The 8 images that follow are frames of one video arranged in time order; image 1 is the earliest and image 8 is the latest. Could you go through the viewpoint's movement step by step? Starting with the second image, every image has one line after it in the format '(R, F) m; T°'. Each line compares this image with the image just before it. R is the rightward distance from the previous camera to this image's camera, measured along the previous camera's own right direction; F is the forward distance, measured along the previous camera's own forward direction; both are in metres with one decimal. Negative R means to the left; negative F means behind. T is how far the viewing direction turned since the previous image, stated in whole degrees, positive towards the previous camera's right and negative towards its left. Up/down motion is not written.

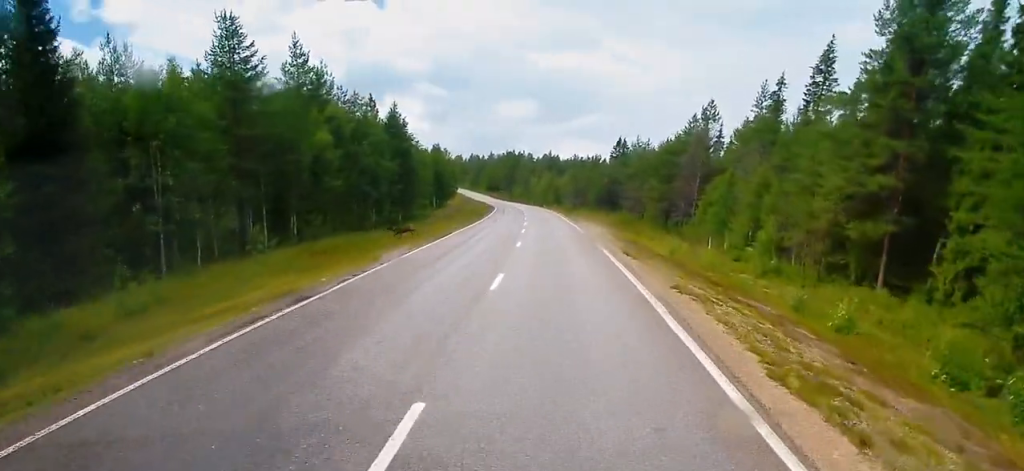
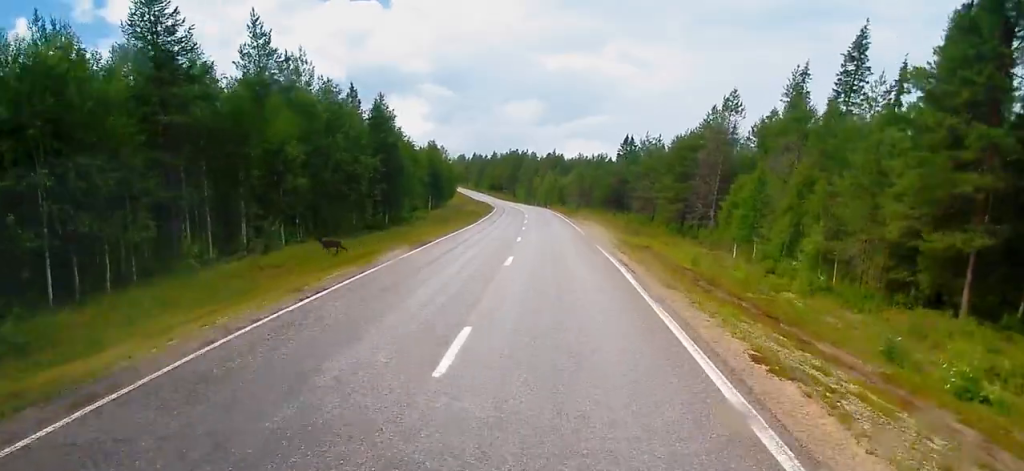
(0.0, +7.9) m; 0°
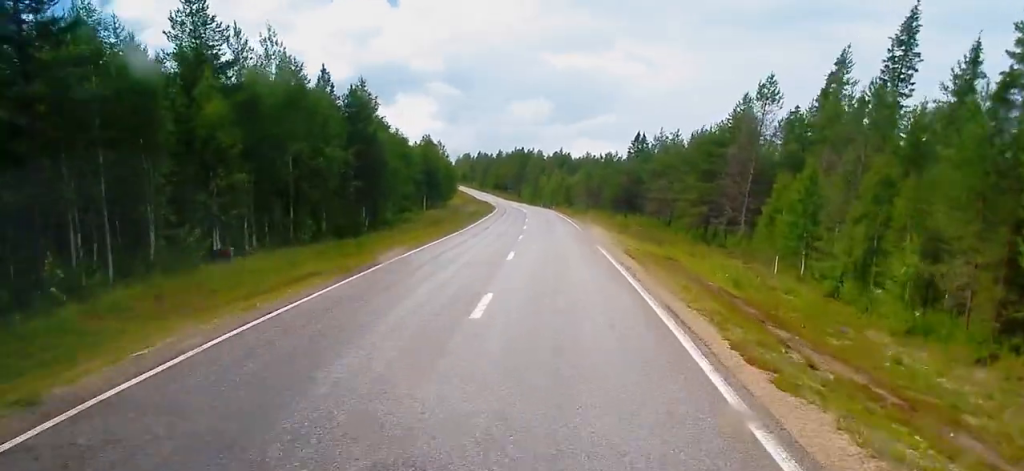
(+0.1, +9.6) m; 0°
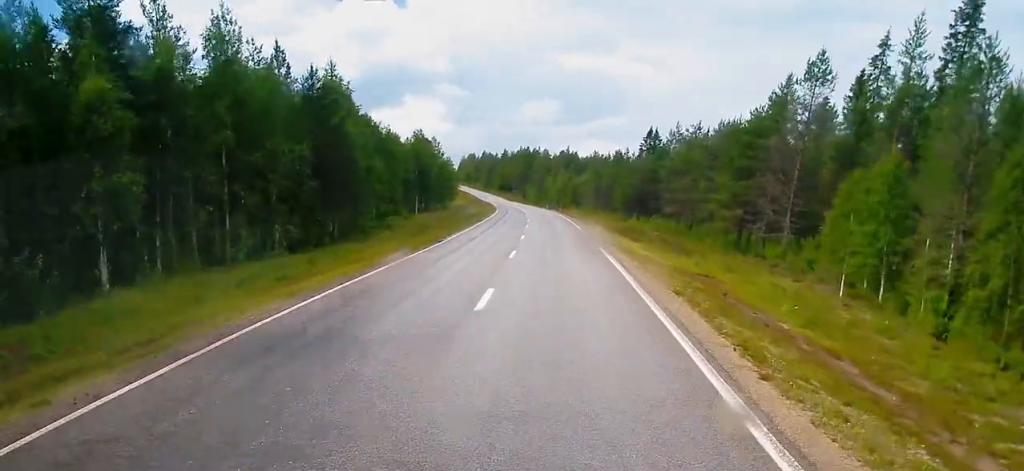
(+0.1, +10.4) m; 0°
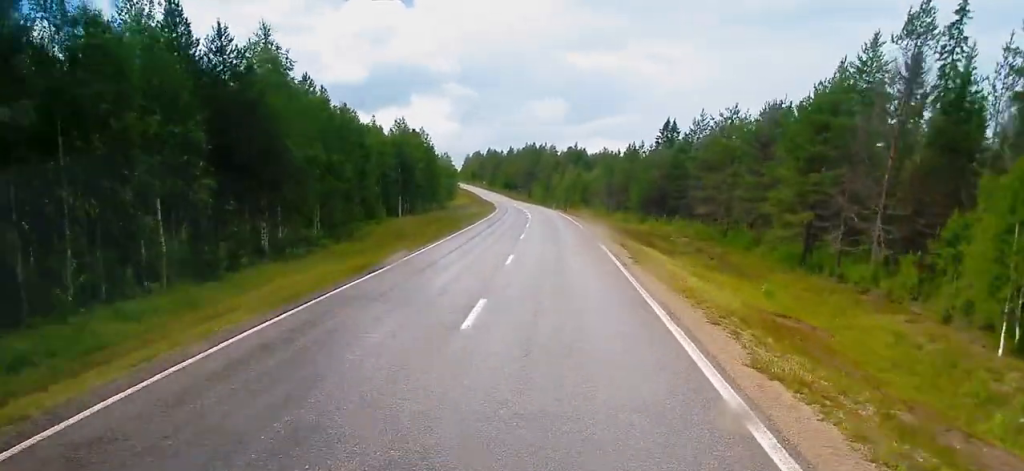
(-0.2, +13.7) m; -1°
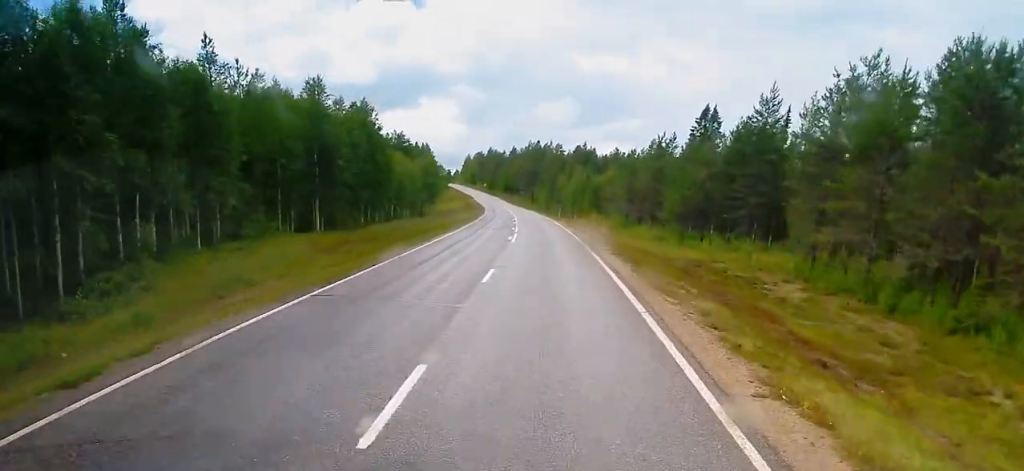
(-0.5, +28.9) m; -1°
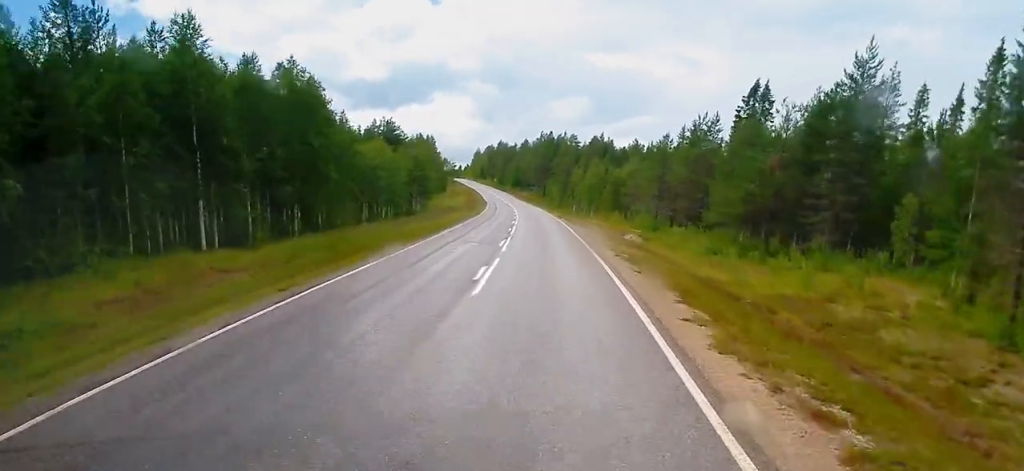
(-0.1, +18.8) m; -1°
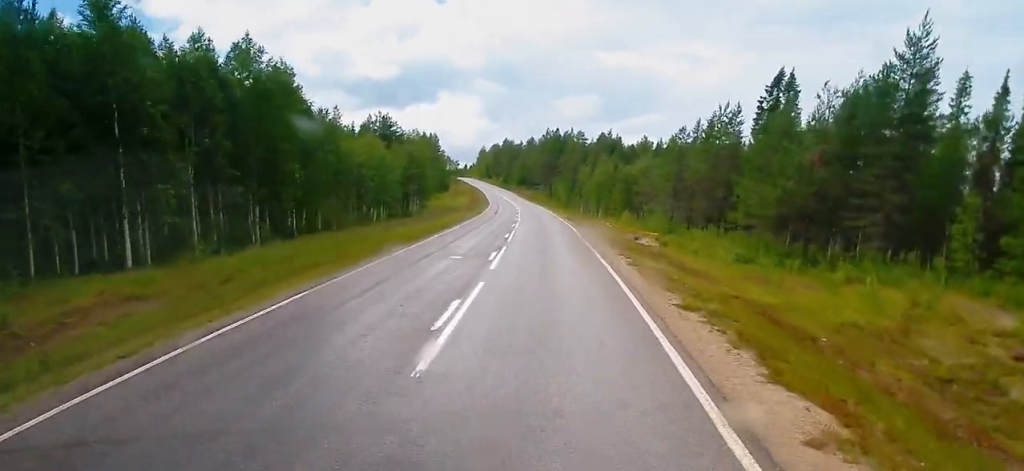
(-0.2, +6.9) m; 0°
